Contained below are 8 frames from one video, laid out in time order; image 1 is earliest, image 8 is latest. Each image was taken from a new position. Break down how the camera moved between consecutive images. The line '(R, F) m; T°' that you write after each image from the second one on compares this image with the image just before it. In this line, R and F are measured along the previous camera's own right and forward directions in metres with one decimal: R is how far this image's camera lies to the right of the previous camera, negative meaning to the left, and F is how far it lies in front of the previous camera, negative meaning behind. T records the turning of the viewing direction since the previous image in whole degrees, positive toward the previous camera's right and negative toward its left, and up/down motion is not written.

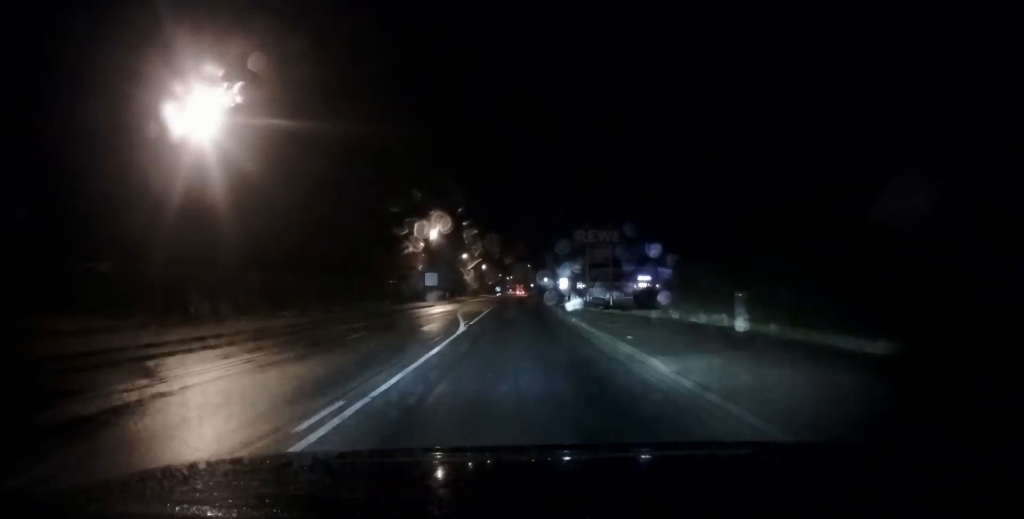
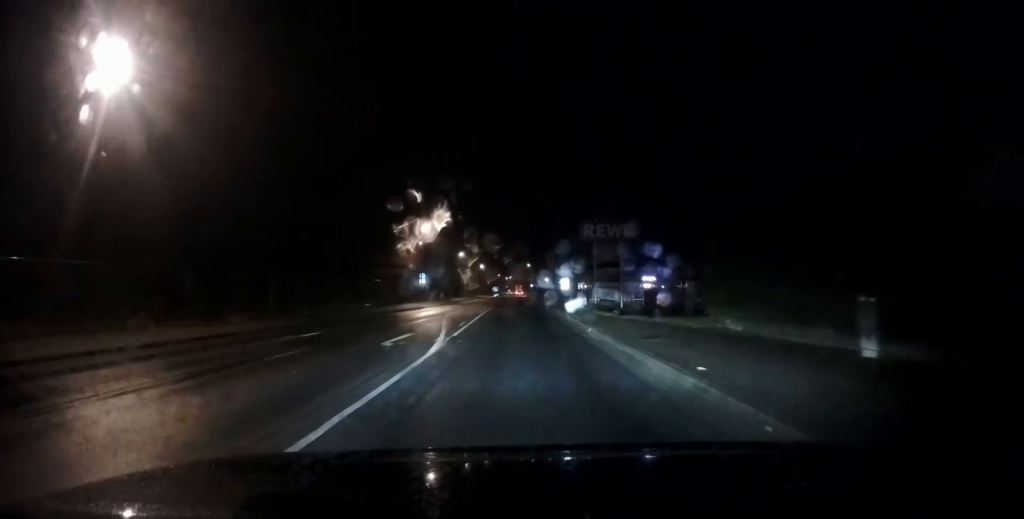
(0.0, +5.8) m; 0°
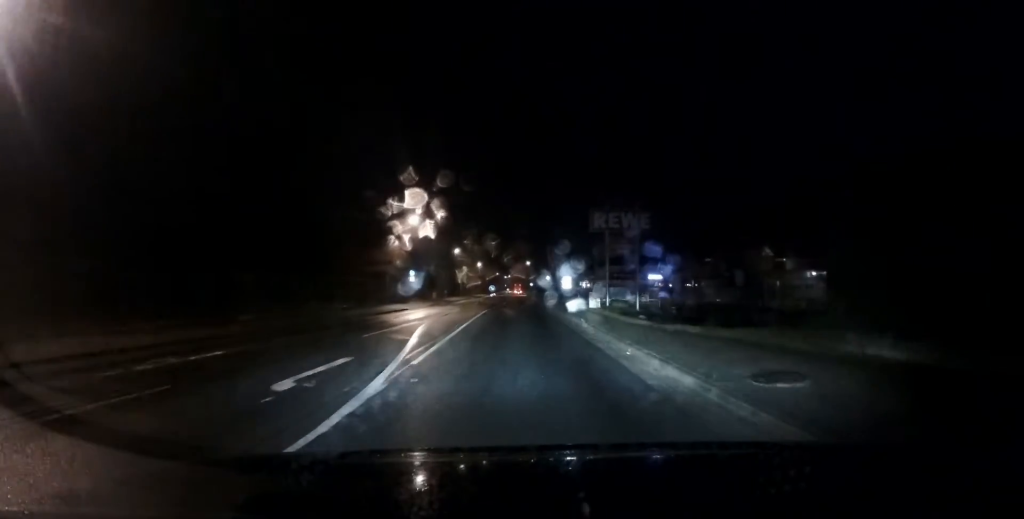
(0.0, +6.8) m; 0°
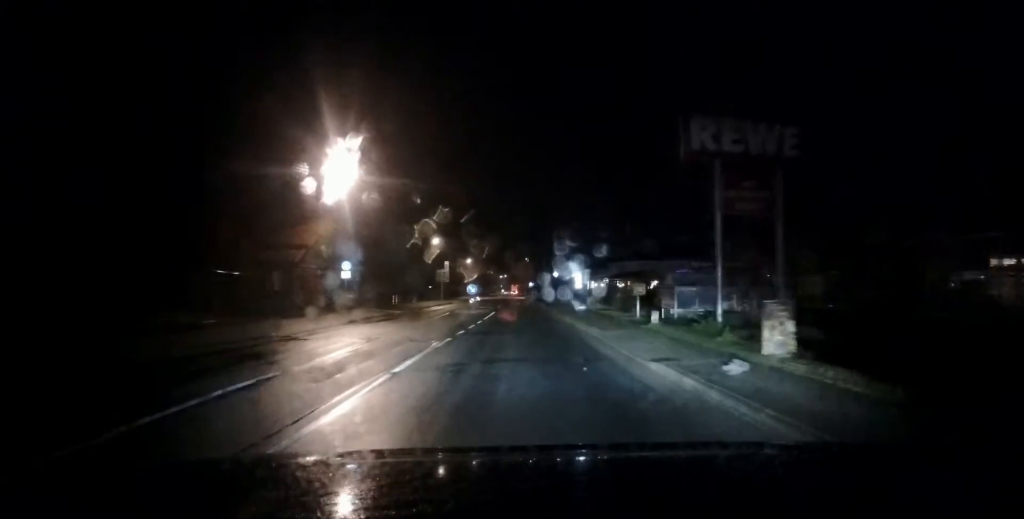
(0.0, +23.5) m; 0°
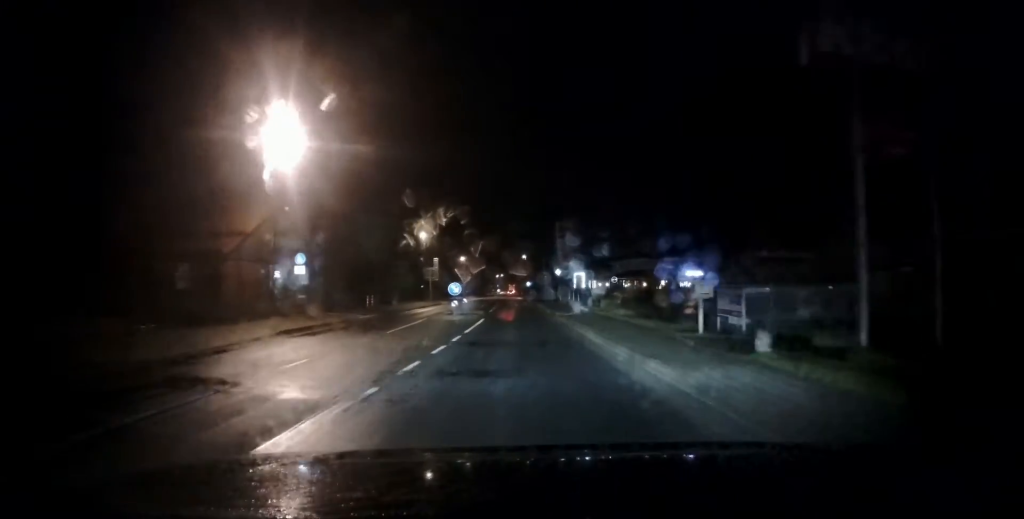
(0.0, +8.3) m; 0°
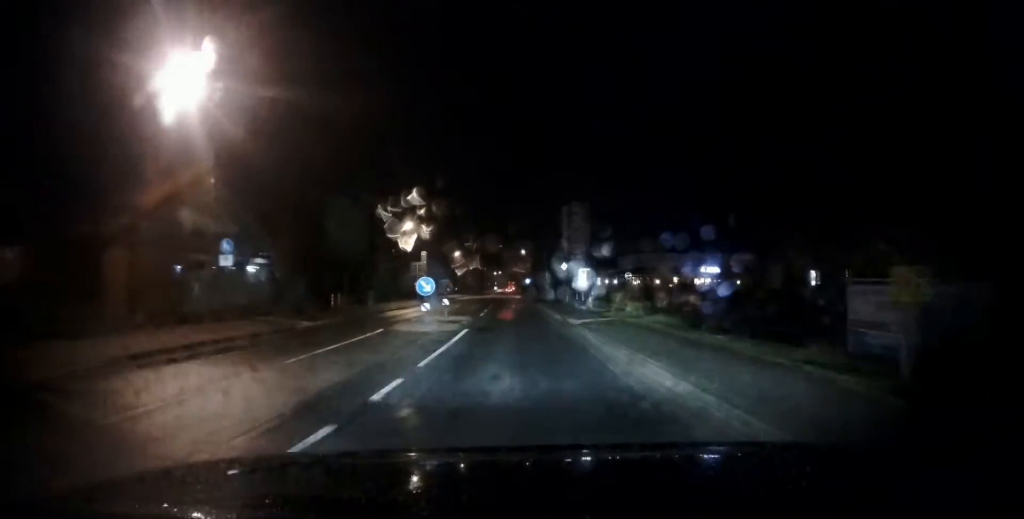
(0.0, +8.5) m; 0°
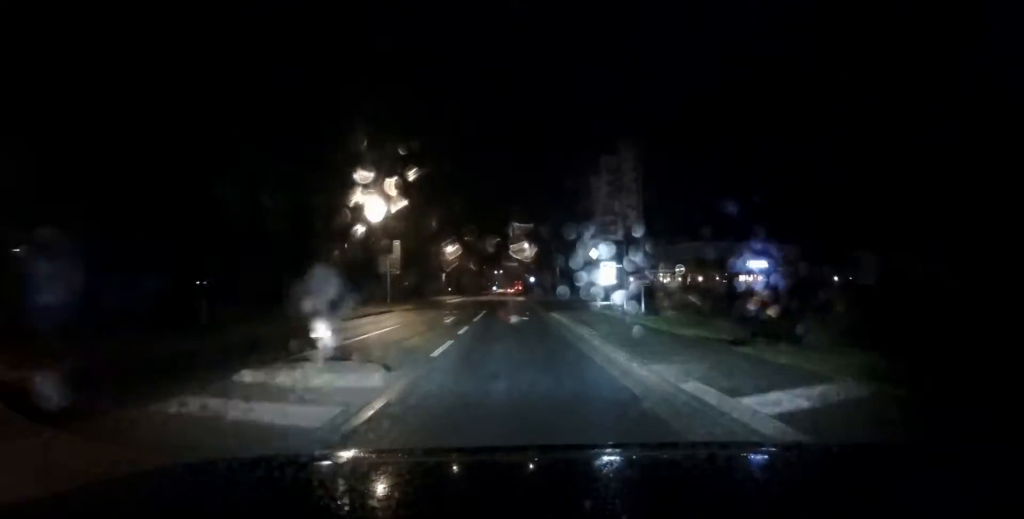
(0.0, +16.5) m; 0°
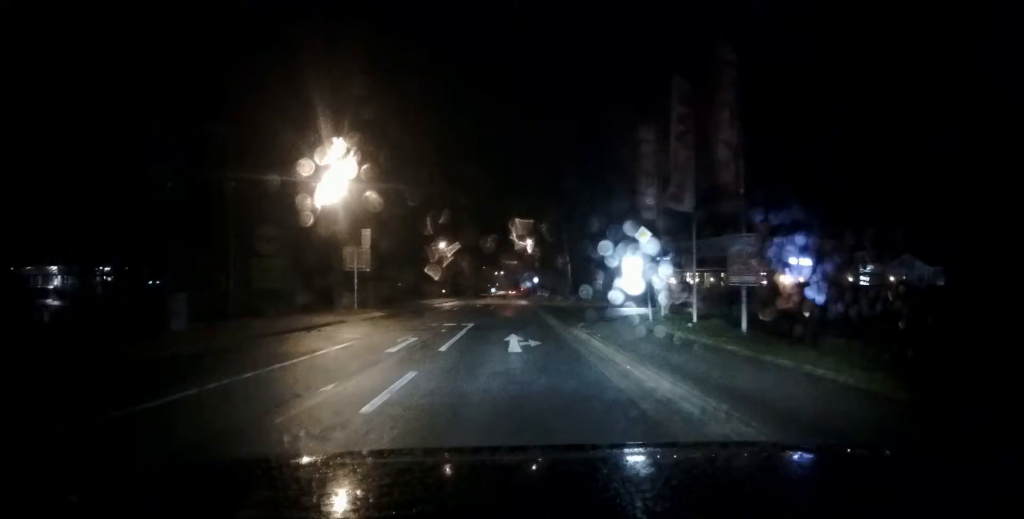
(0.0, +10.9) m; 0°
